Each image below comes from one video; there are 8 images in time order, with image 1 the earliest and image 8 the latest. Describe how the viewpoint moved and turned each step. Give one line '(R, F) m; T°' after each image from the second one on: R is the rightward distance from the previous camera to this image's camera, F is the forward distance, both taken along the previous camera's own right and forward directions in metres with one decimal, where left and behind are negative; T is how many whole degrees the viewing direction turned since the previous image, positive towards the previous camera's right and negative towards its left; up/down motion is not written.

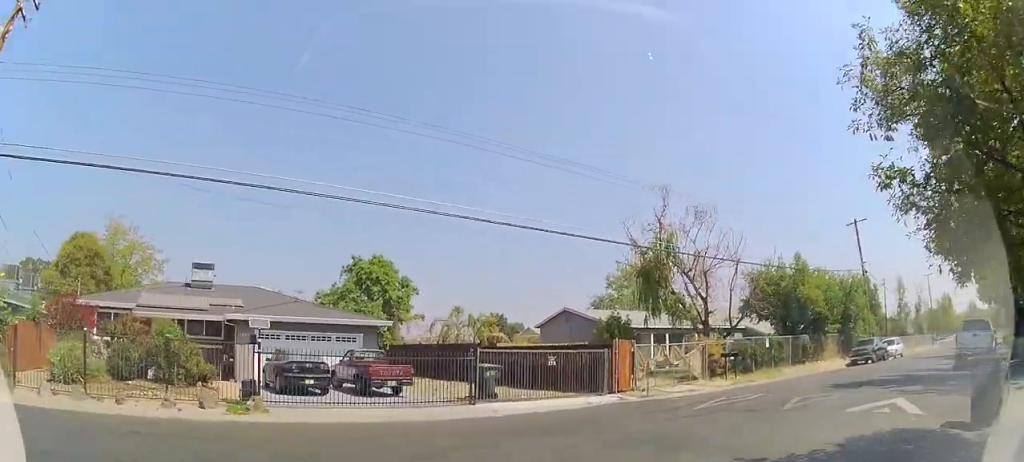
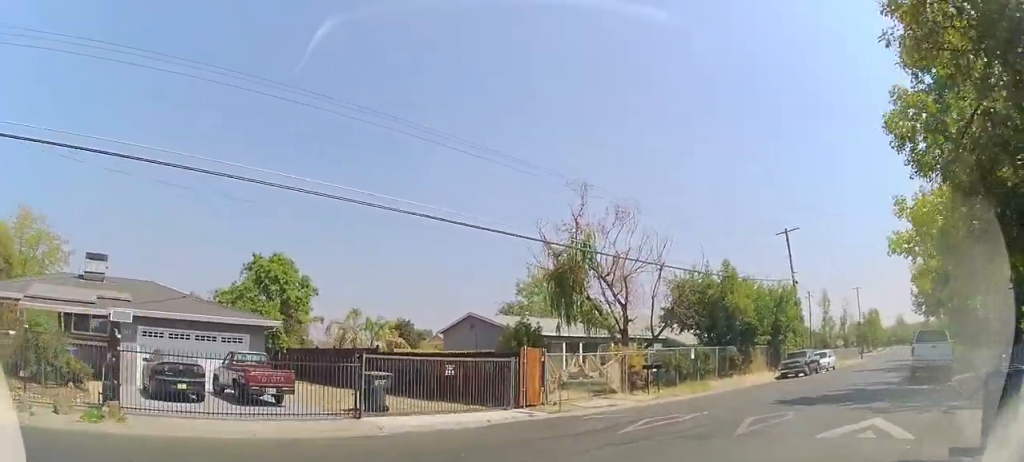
(0.0, +1.9) m; +1°
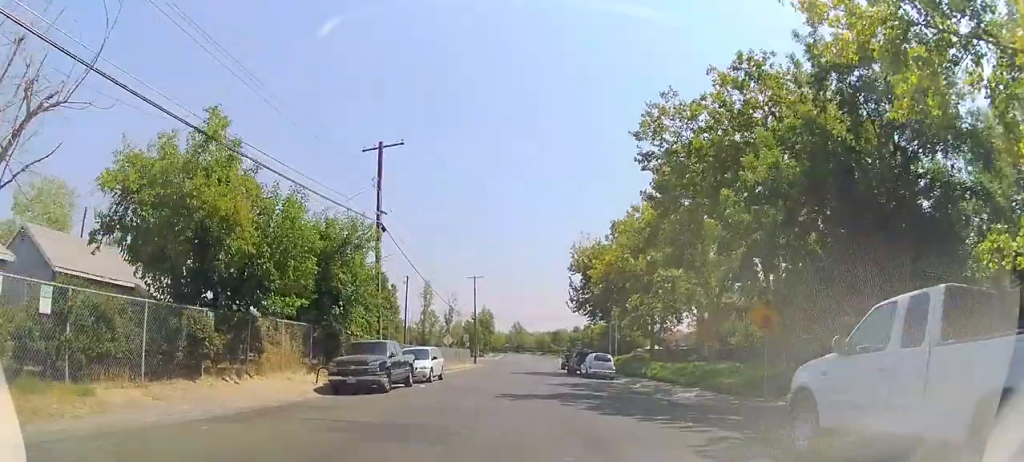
(+8.0, +11.5) m; +66°
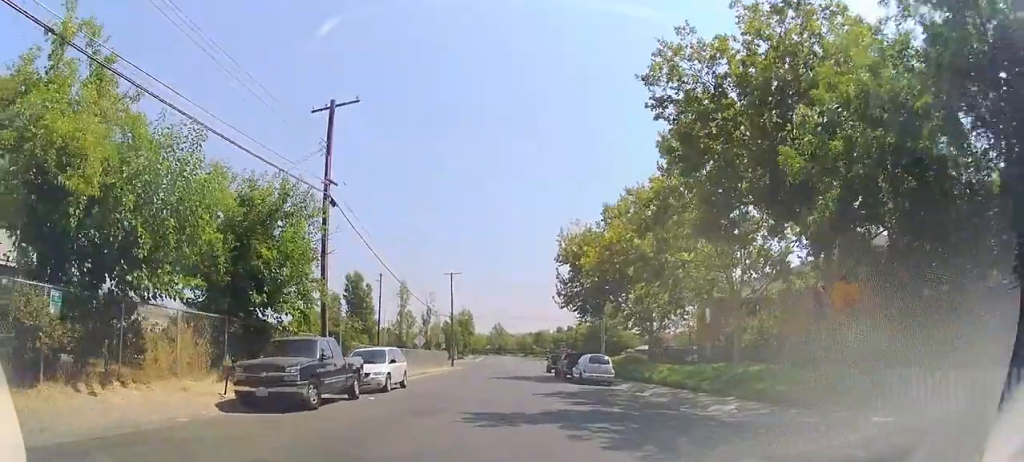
(+0.2, +4.7) m; -1°
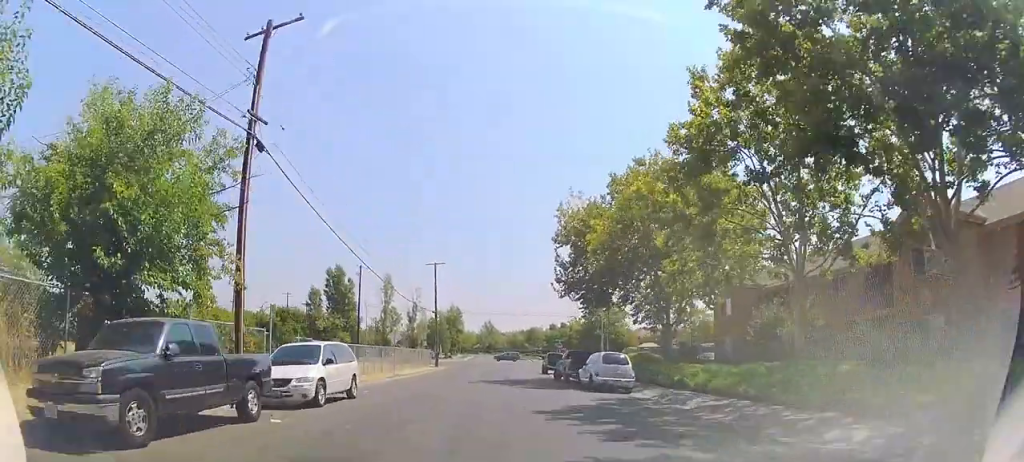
(-0.3, +6.1) m; -2°
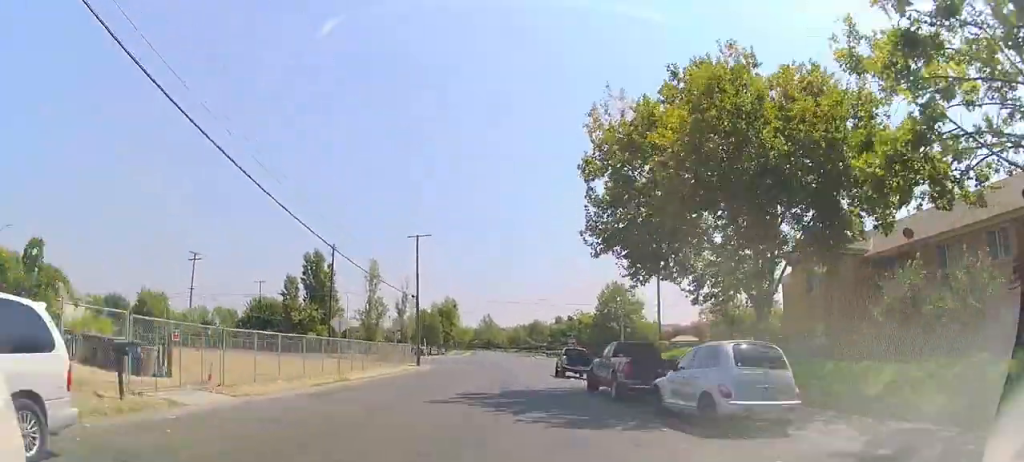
(-0.3, +12.2) m; +1°
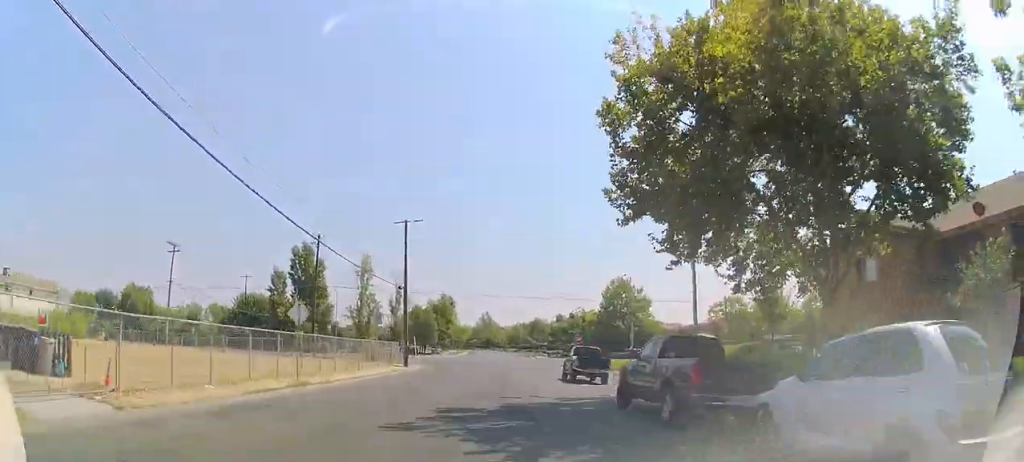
(+0.1, +5.1) m; +1°
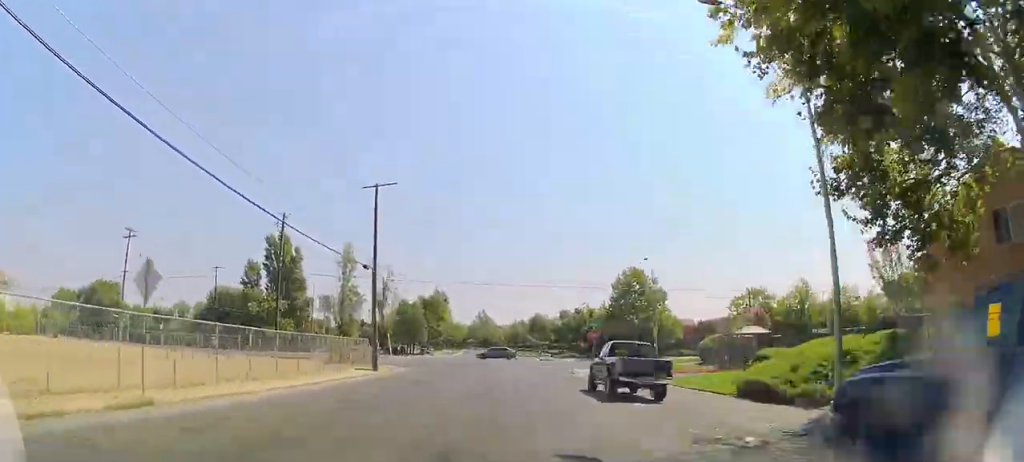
(+0.3, +9.9) m; +2°
